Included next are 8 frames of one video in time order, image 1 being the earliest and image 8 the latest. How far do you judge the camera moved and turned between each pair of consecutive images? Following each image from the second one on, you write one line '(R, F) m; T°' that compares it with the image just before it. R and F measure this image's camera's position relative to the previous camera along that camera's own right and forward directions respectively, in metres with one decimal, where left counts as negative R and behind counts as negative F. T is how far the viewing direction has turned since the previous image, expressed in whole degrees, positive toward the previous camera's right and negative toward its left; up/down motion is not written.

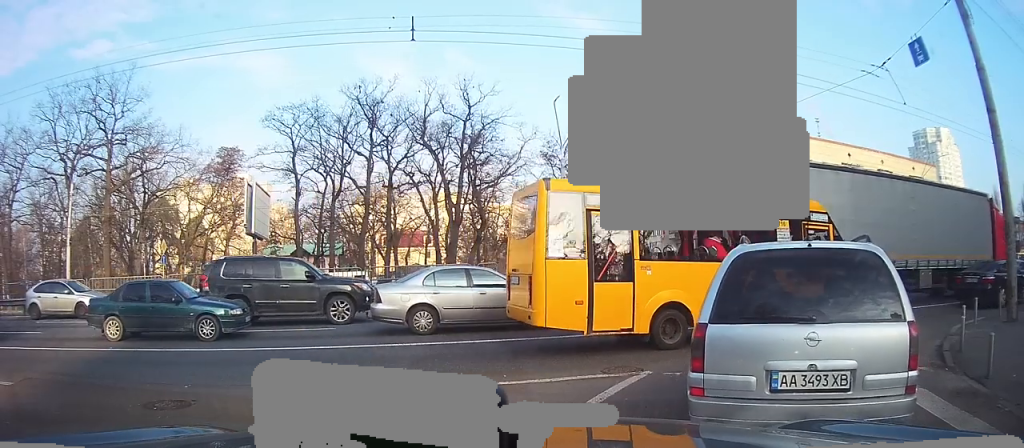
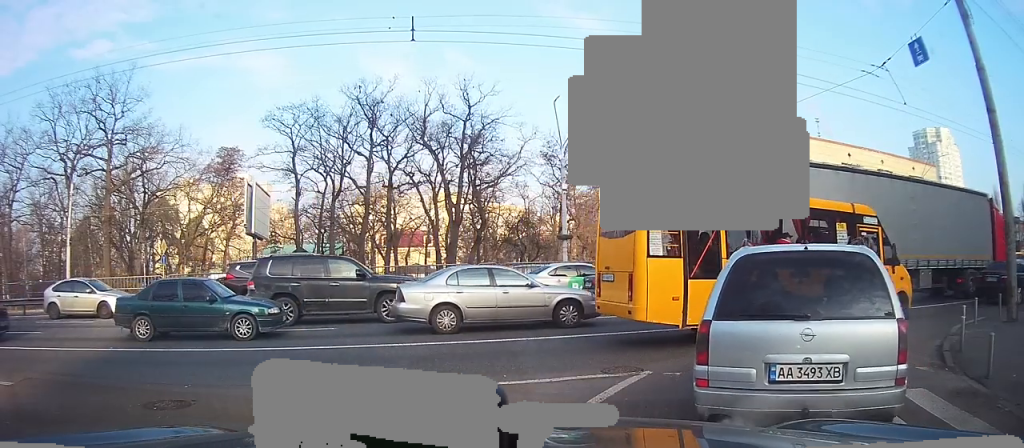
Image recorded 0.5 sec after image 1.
(+0.1, +0.4) m; 0°
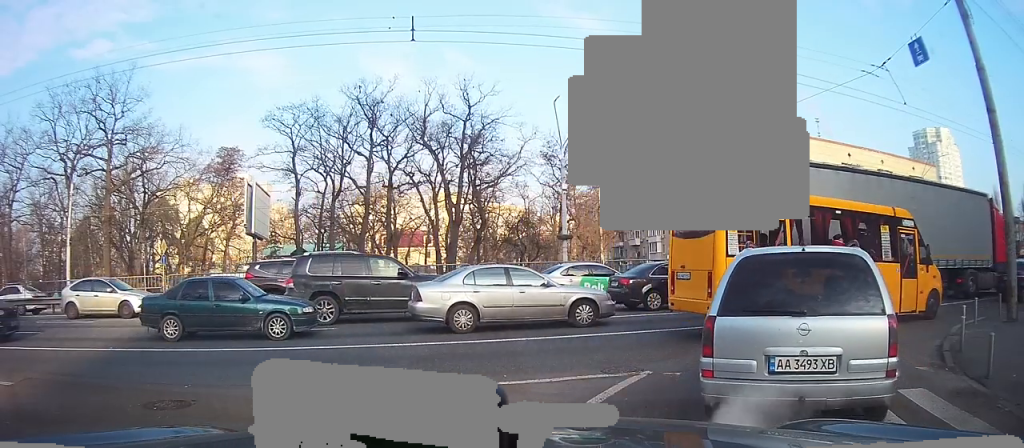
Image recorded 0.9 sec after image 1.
(+0.1, +0.3) m; 0°
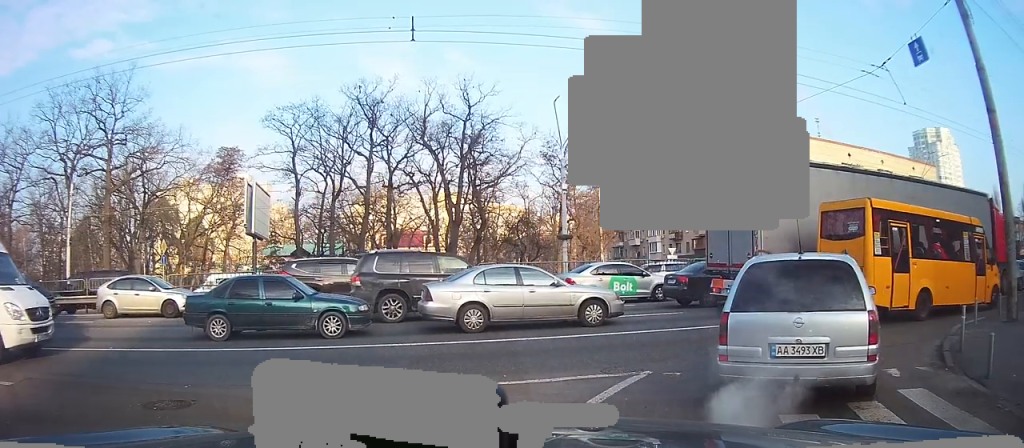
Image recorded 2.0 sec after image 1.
(+0.2, +0.8) m; 0°
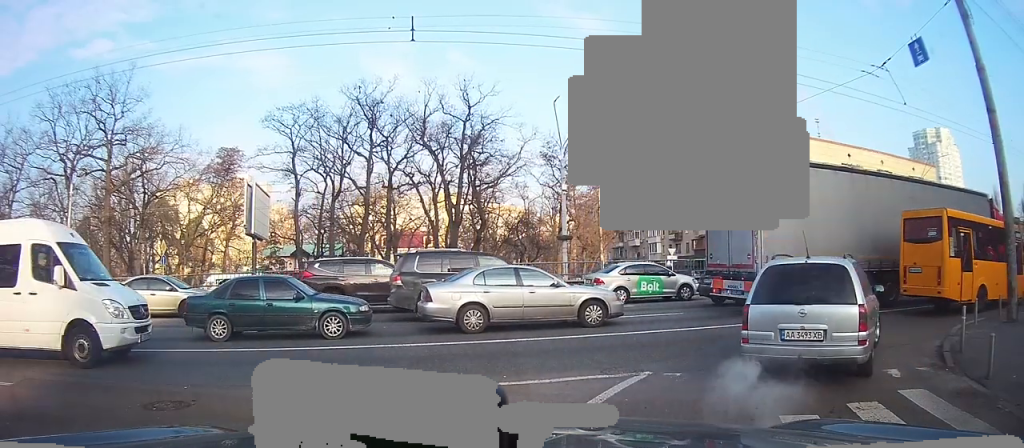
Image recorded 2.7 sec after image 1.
(+0.2, +0.7) m; 0°
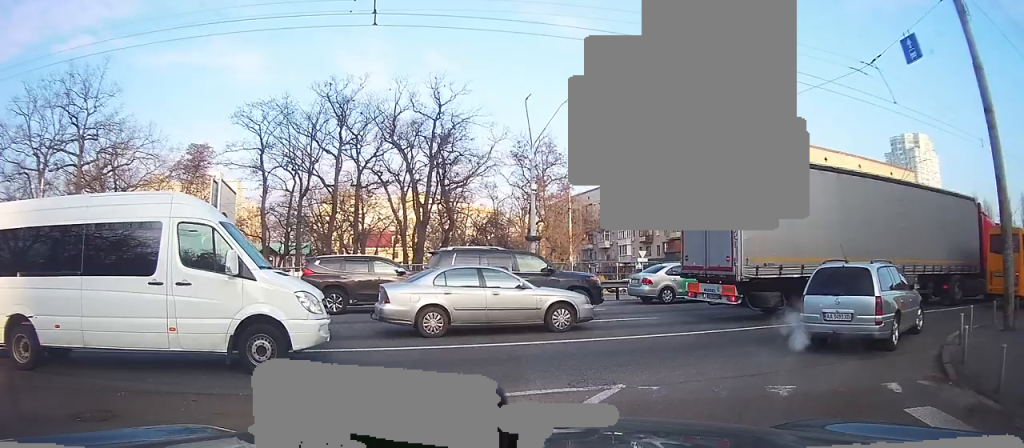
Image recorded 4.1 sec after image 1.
(+0.4, +1.5) m; +9°
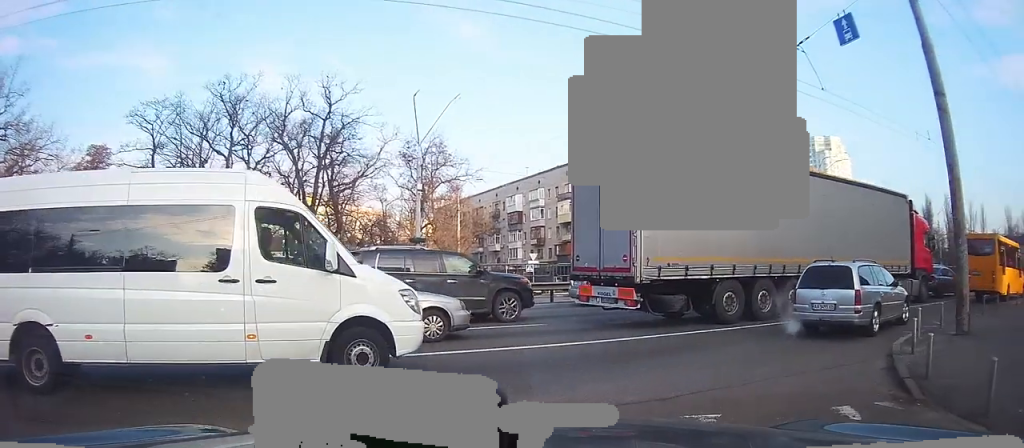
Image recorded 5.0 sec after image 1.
(+0.1, +1.6) m; +1°
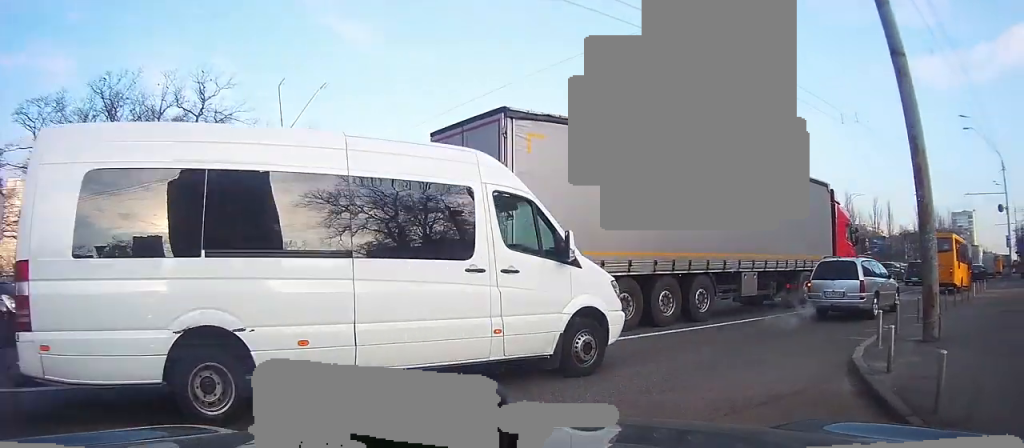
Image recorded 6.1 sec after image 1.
(-0.1, +2.7) m; +5°
